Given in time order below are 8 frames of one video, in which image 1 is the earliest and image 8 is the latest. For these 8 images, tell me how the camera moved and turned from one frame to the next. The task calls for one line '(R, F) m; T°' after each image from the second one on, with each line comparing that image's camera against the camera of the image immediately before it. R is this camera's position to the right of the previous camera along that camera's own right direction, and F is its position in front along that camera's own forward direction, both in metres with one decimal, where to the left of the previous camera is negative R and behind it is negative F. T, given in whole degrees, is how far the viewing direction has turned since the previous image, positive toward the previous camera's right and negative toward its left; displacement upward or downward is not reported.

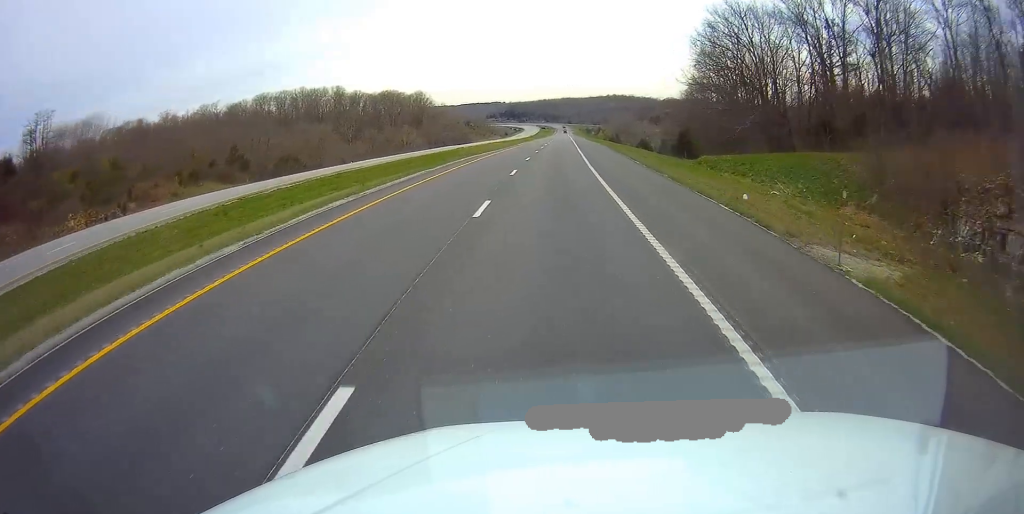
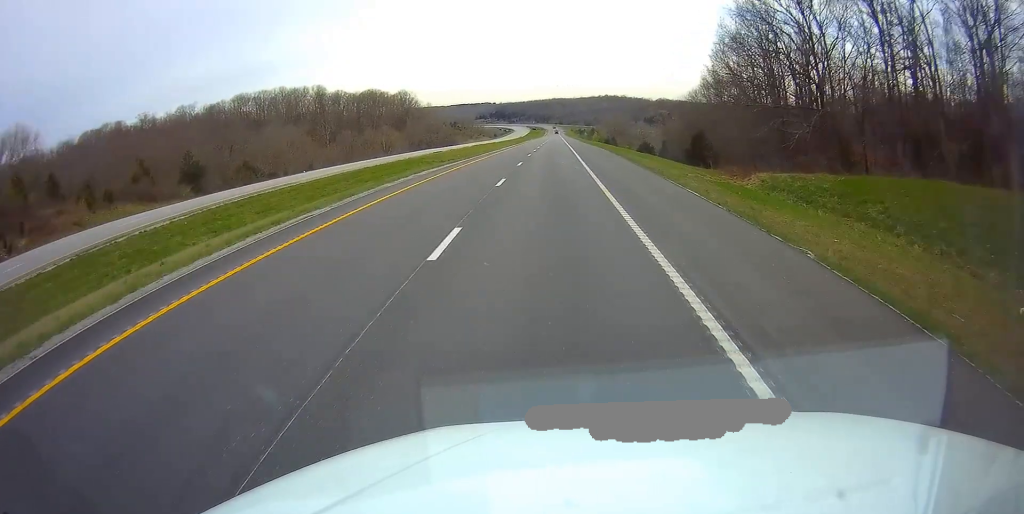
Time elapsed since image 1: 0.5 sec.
(+0.2, +16.5) m; +1°
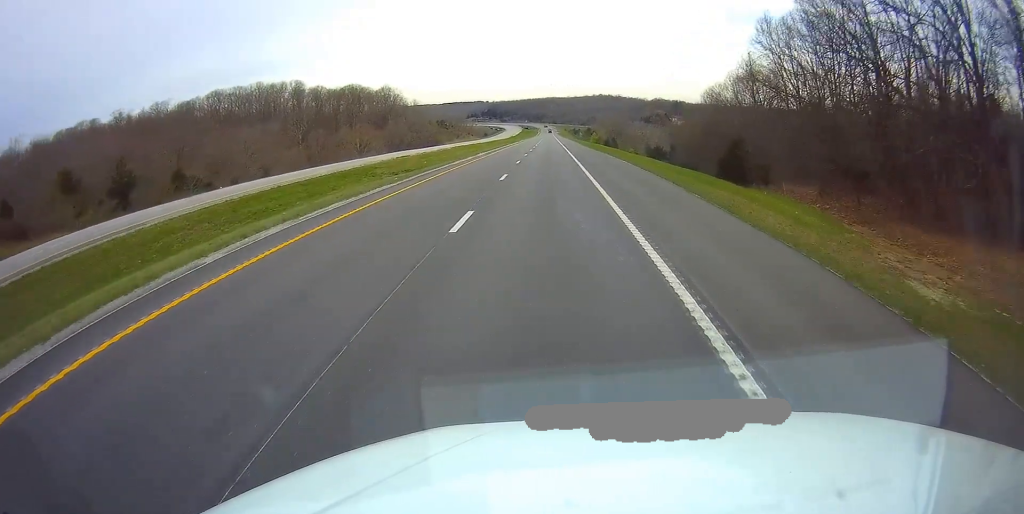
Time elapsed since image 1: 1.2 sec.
(+0.3, +21.6) m; +1°
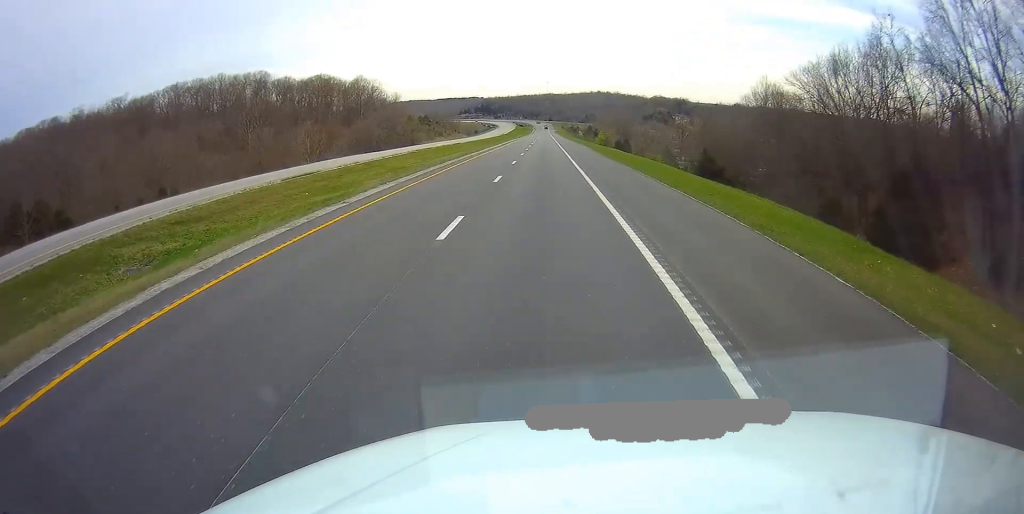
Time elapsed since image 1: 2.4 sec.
(-0.1, +37.2) m; 0°
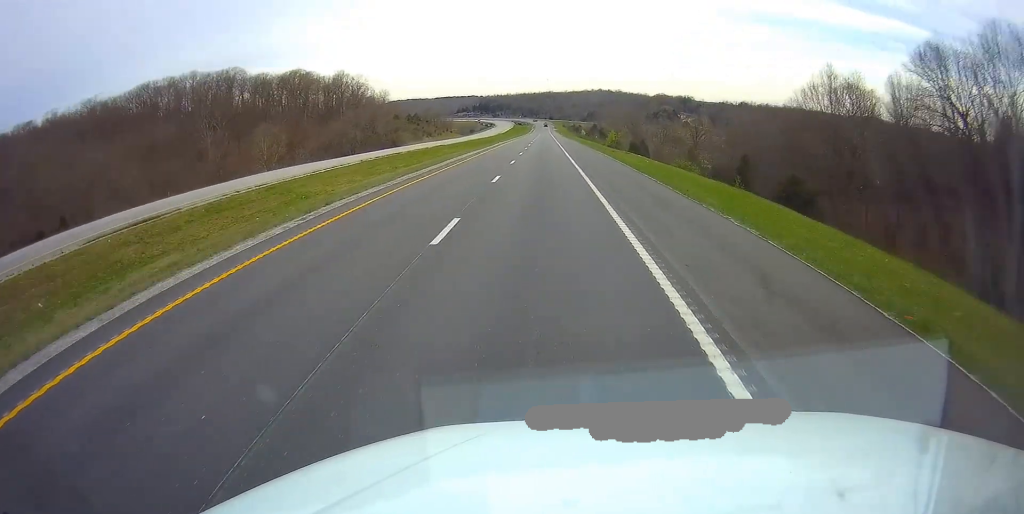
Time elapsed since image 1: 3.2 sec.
(-0.1, +24.9) m; 0°
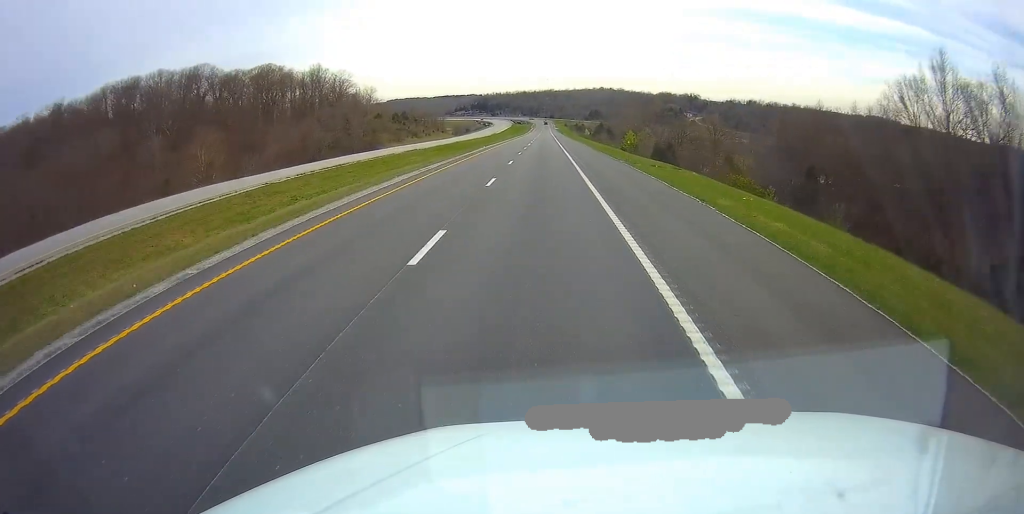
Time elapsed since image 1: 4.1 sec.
(0.0, +26.0) m; 0°
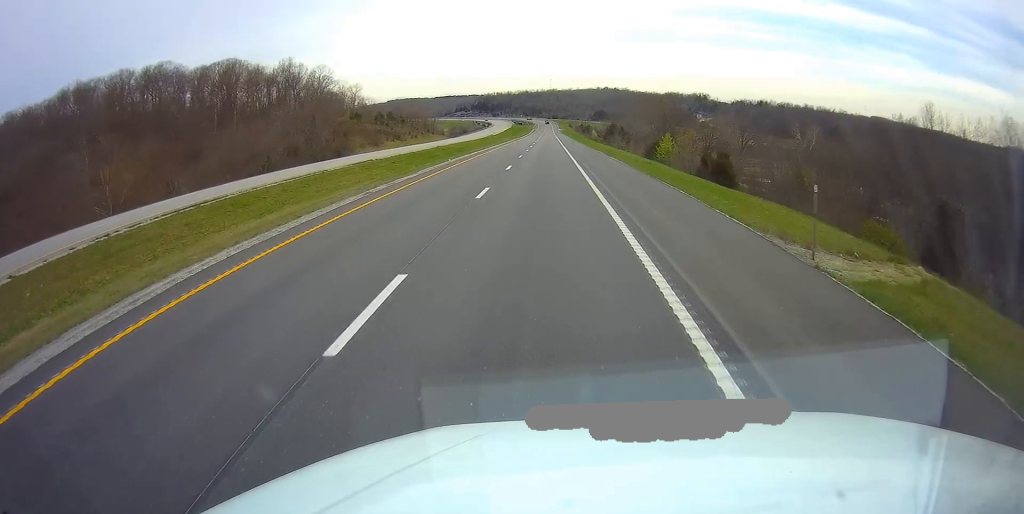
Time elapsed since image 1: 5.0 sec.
(-0.3, +28.1) m; 0°
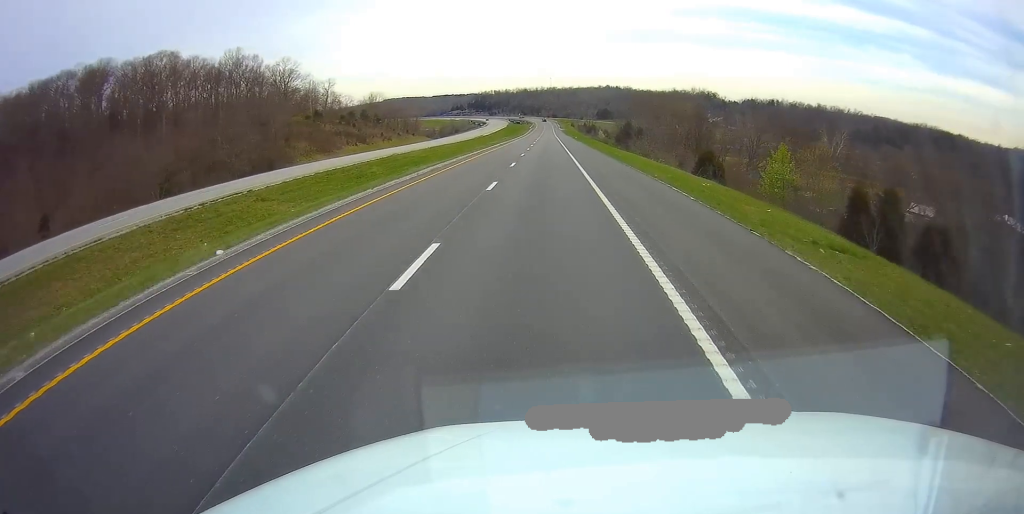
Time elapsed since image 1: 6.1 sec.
(+0.4, +34.3) m; 0°
